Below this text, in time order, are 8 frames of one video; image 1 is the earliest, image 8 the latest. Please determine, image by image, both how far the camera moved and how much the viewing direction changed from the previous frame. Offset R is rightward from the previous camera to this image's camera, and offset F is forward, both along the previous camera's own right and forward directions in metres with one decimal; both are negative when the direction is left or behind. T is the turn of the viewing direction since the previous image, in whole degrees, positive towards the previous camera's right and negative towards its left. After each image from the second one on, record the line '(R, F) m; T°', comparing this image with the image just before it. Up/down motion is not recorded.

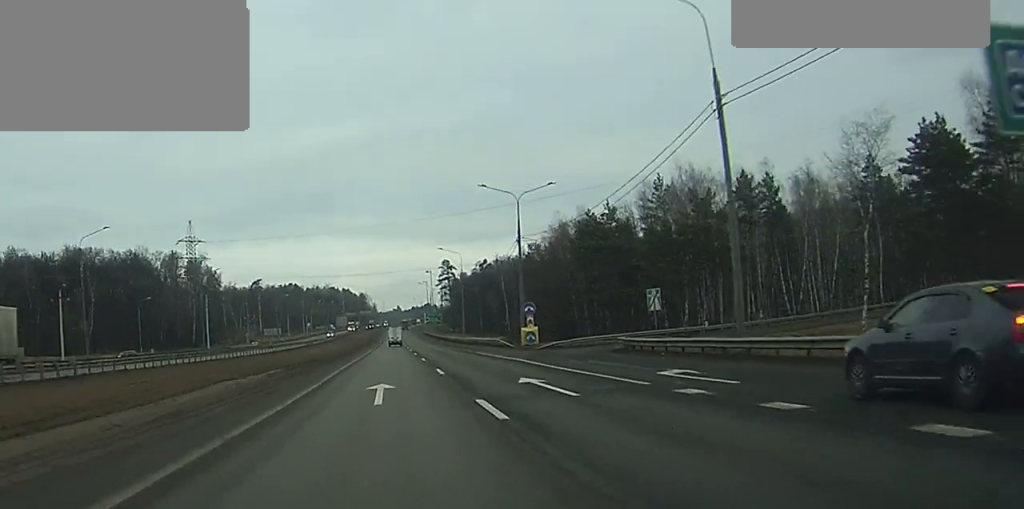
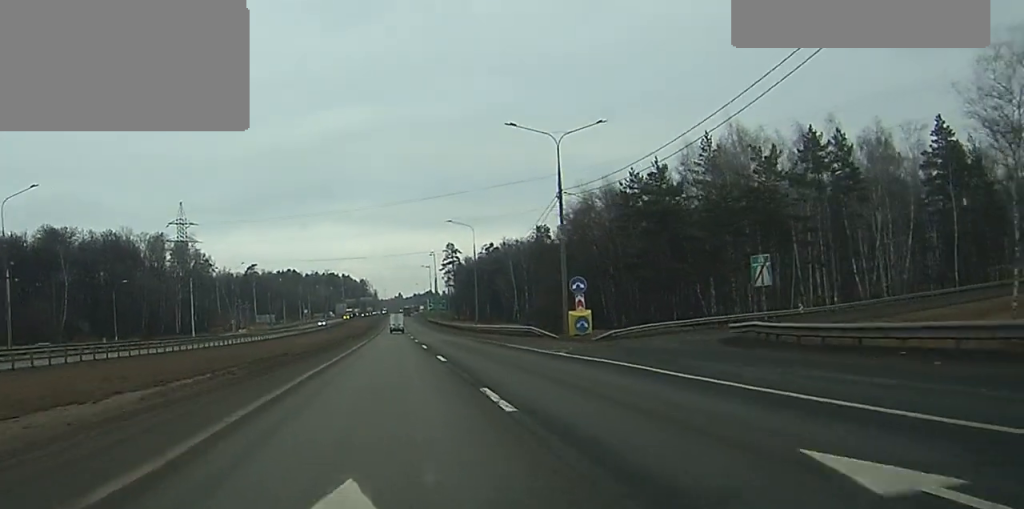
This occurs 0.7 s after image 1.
(+0.1, +17.1) m; 0°
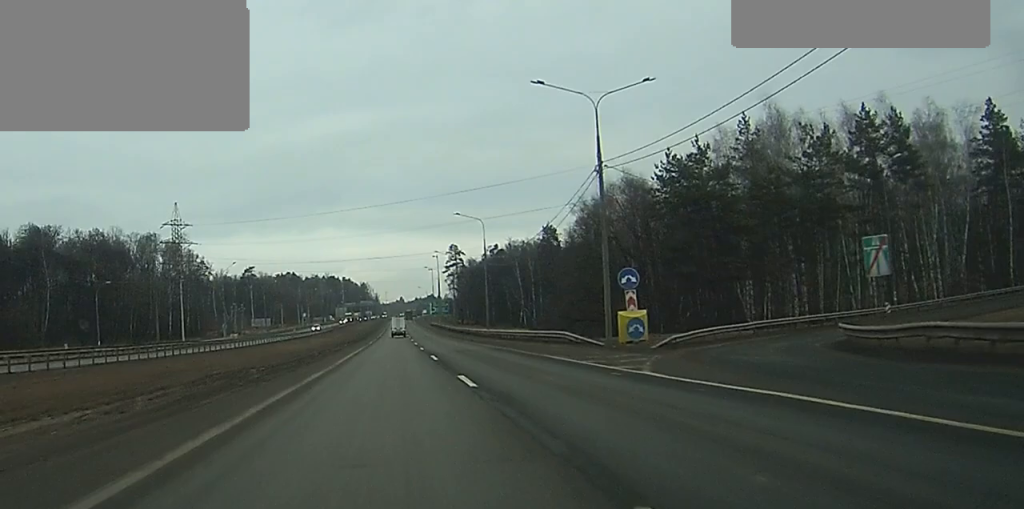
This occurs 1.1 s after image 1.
(0.0, +10.2) m; 0°
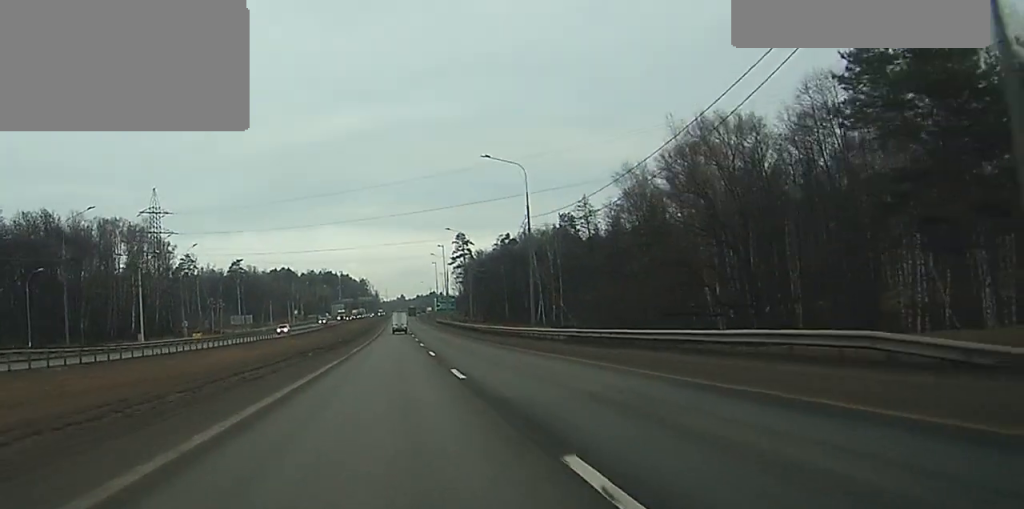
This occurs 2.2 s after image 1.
(0.0, +29.4) m; 0°
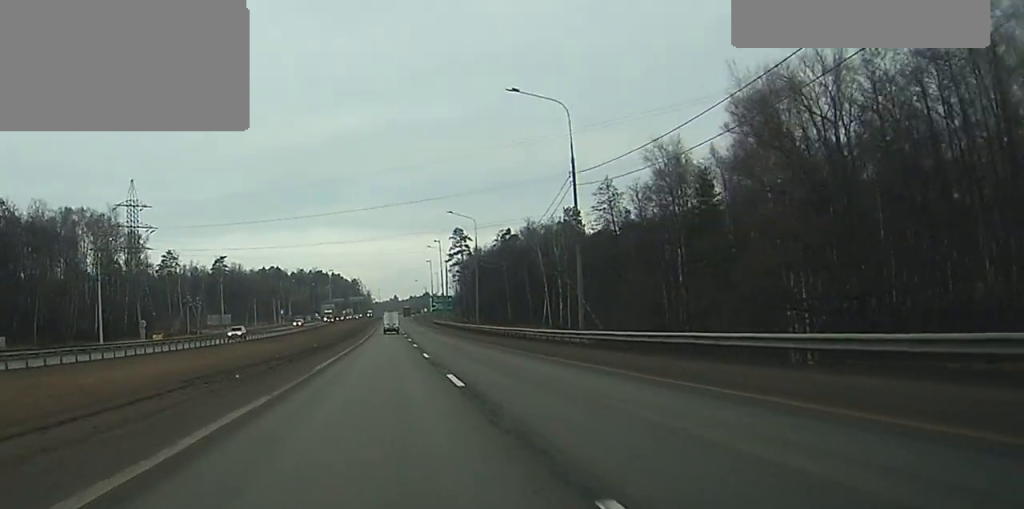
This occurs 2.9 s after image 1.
(0.0, +17.6) m; 0°
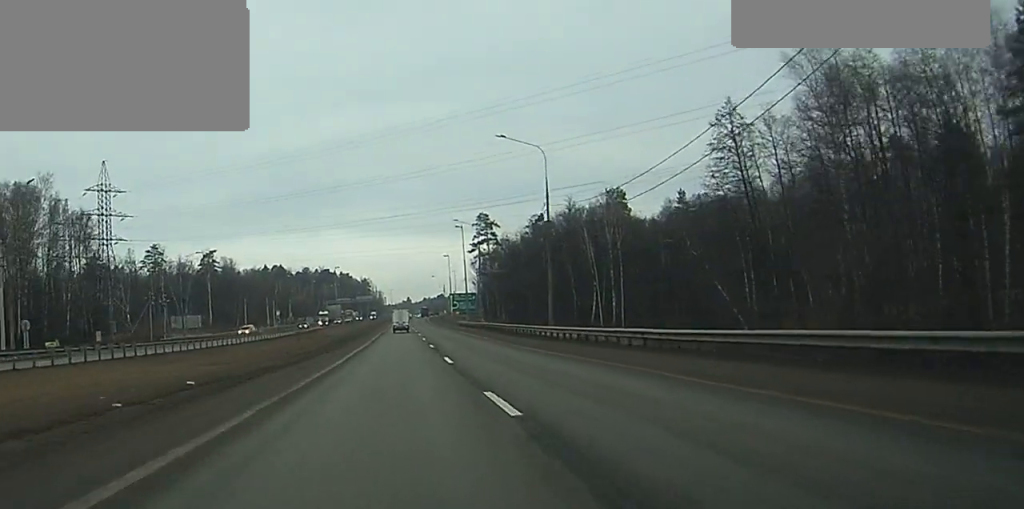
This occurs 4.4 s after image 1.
(-0.1, +37.8) m; 0°
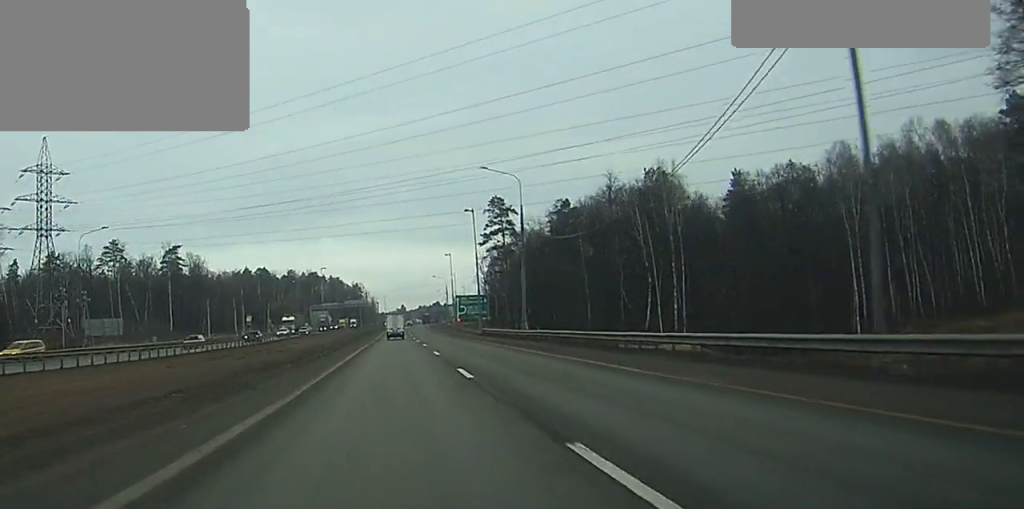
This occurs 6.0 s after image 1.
(-0.1, +38.8) m; 0°
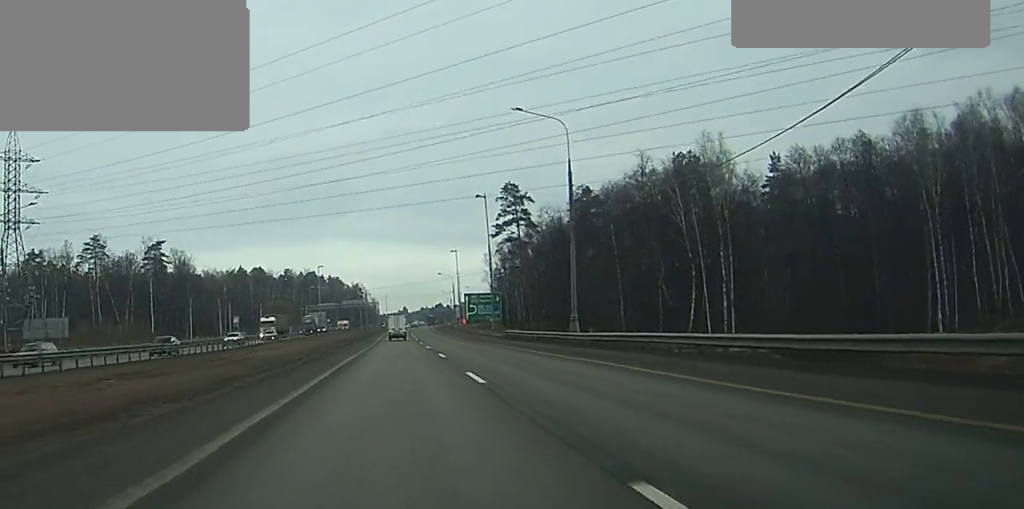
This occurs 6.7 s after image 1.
(0.0, +18.4) m; 0°
